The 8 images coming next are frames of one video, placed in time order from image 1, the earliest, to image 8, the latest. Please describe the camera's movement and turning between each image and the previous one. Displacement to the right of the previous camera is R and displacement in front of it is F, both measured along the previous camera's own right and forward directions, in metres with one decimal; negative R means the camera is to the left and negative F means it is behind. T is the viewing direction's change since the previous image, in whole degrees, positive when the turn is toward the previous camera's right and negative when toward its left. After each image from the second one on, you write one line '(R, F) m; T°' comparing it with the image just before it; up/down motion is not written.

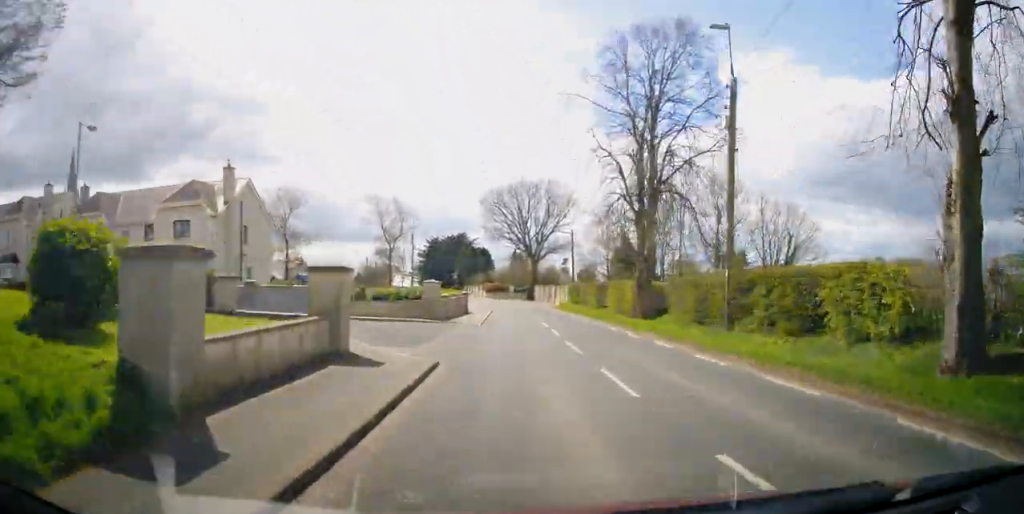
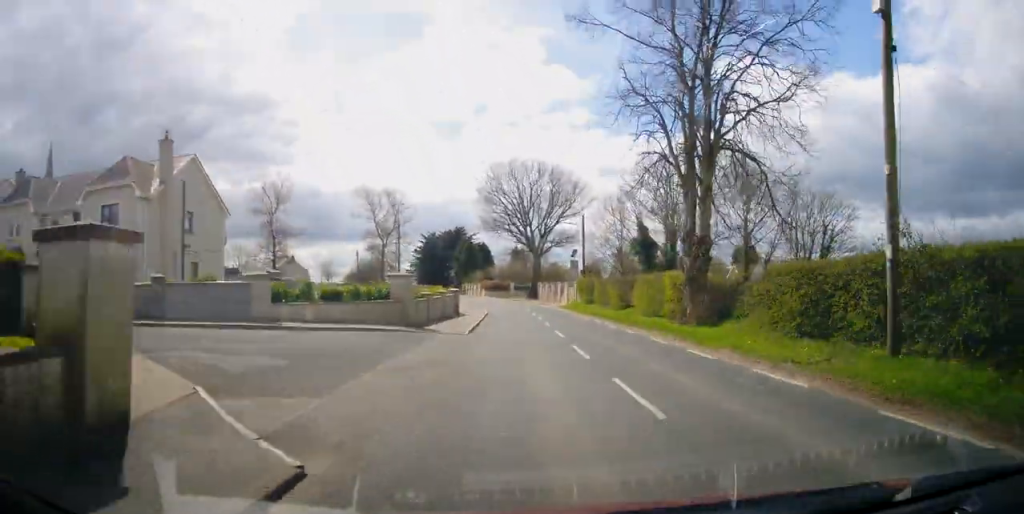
(0.0, +7.5) m; 0°
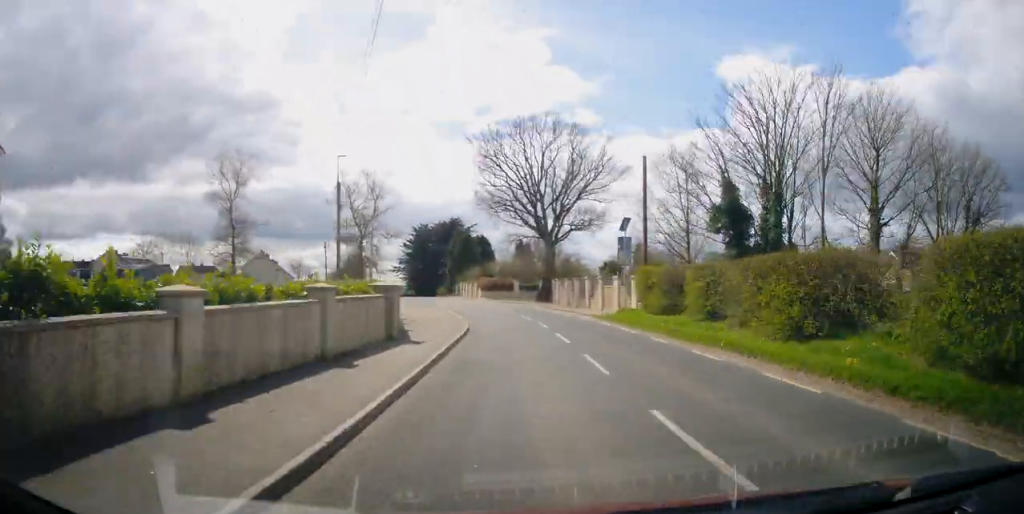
(0.0, +20.2) m; -2°
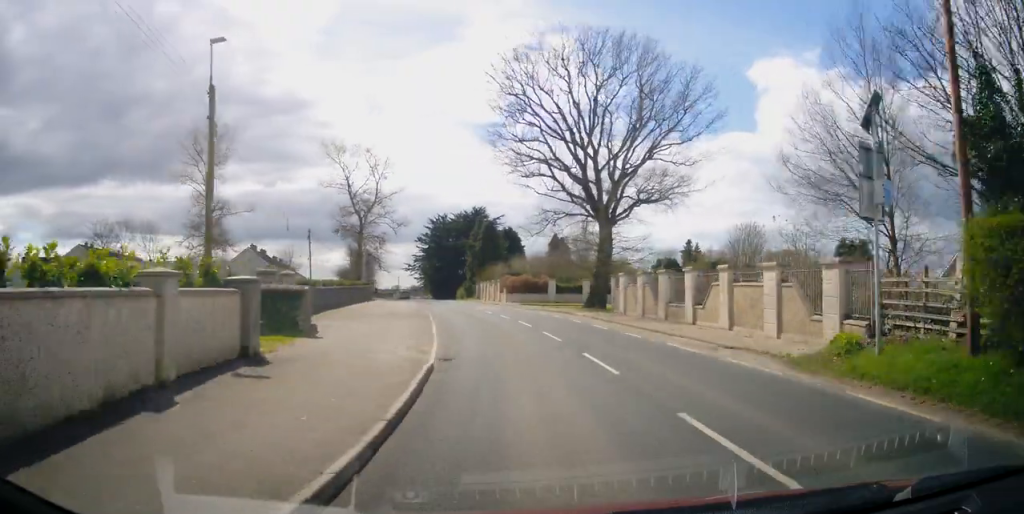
(-0.6, +18.2) m; -3°
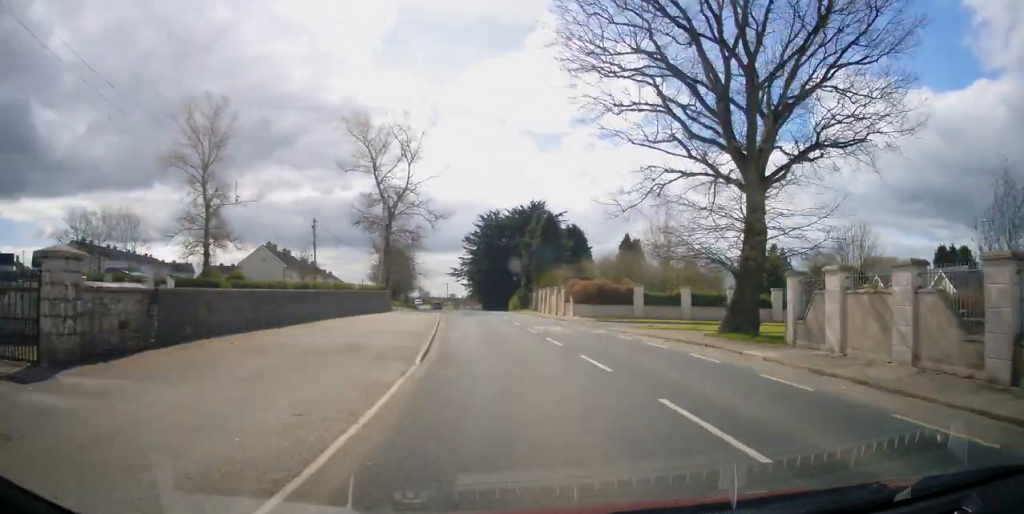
(-0.2, +16.5) m; -3°
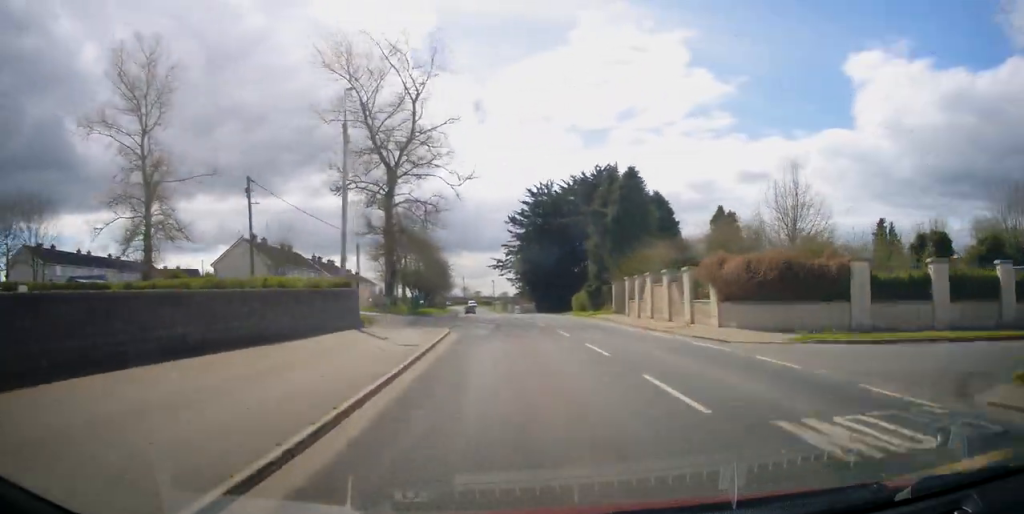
(-1.1, +22.0) m; -5°
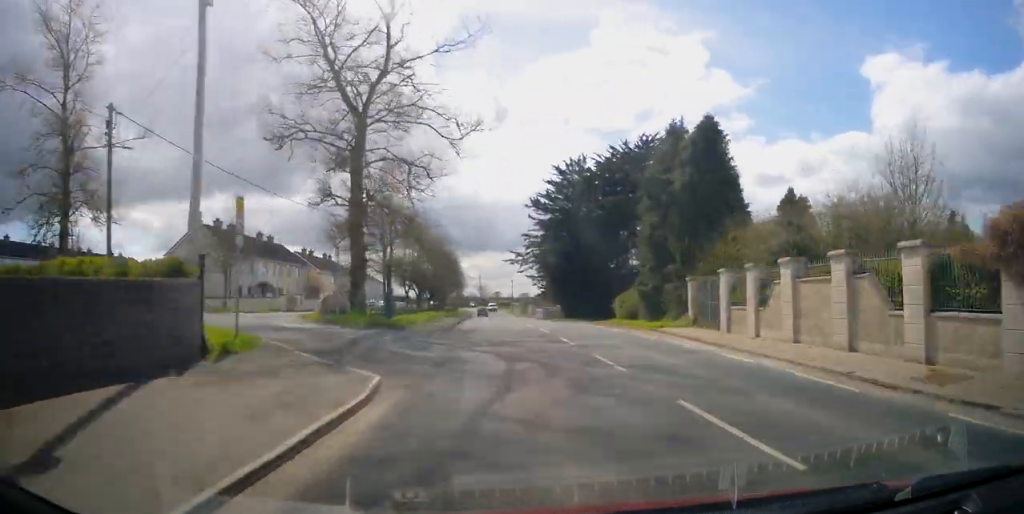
(0.0, +13.9) m; -2°
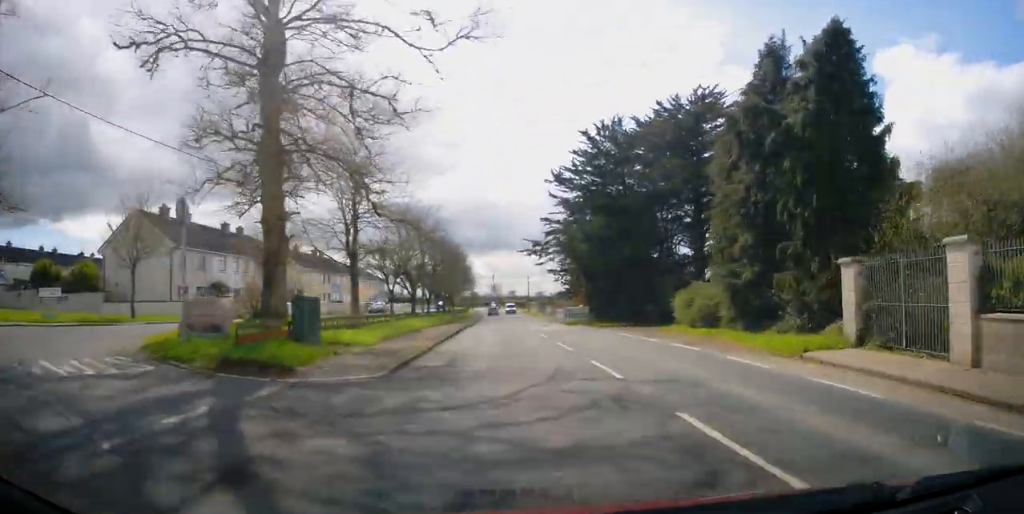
(-0.4, +12.4) m; +2°
